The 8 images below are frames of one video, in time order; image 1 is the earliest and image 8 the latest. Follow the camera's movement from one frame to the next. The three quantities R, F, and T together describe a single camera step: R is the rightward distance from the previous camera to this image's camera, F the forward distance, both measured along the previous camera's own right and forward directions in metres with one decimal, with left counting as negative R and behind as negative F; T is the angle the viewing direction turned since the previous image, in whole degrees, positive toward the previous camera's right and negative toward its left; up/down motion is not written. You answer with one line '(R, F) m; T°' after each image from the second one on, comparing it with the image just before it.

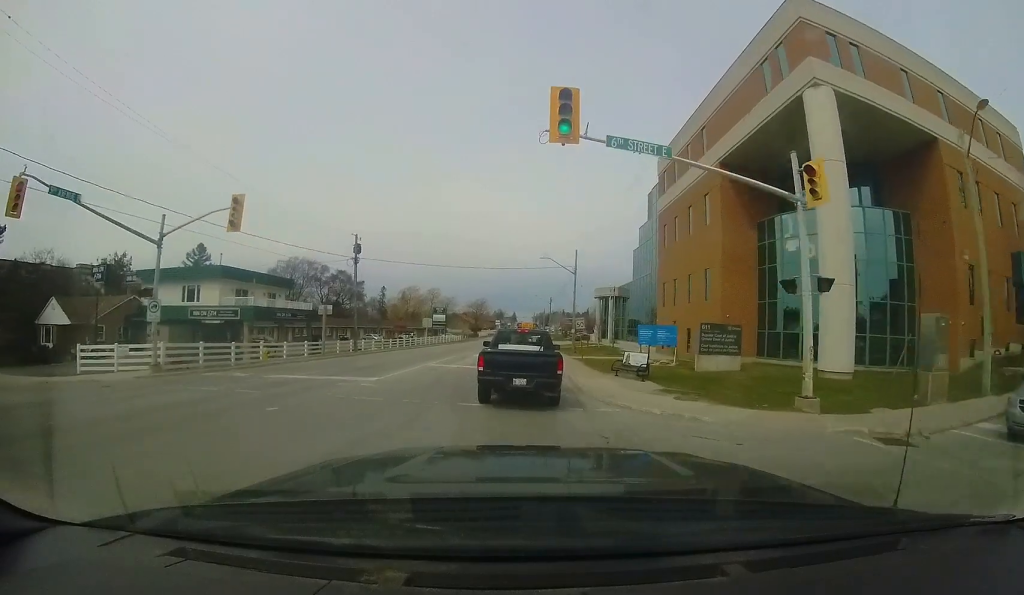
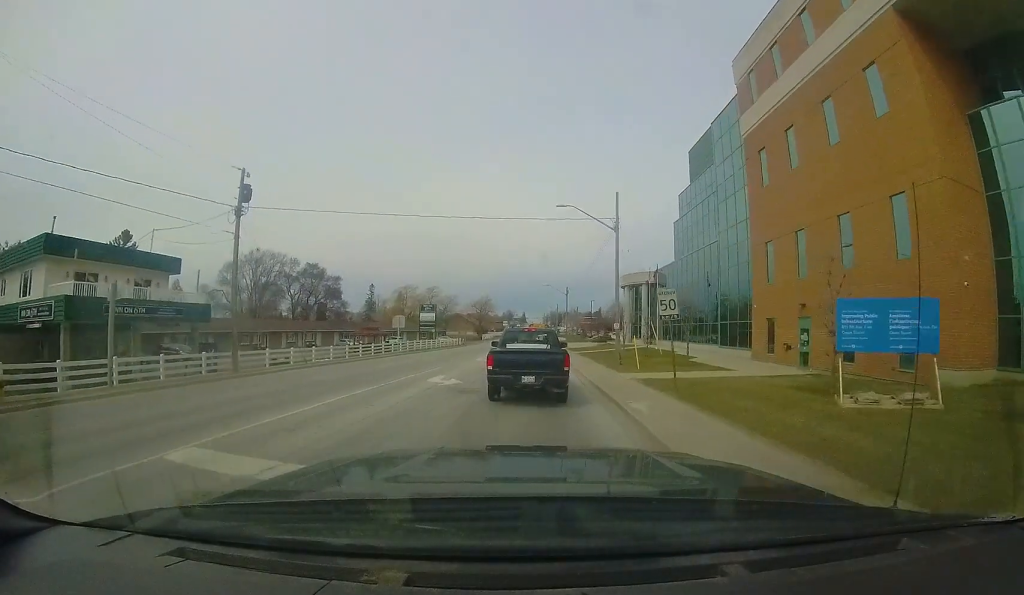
(0.0, +15.4) m; -2°
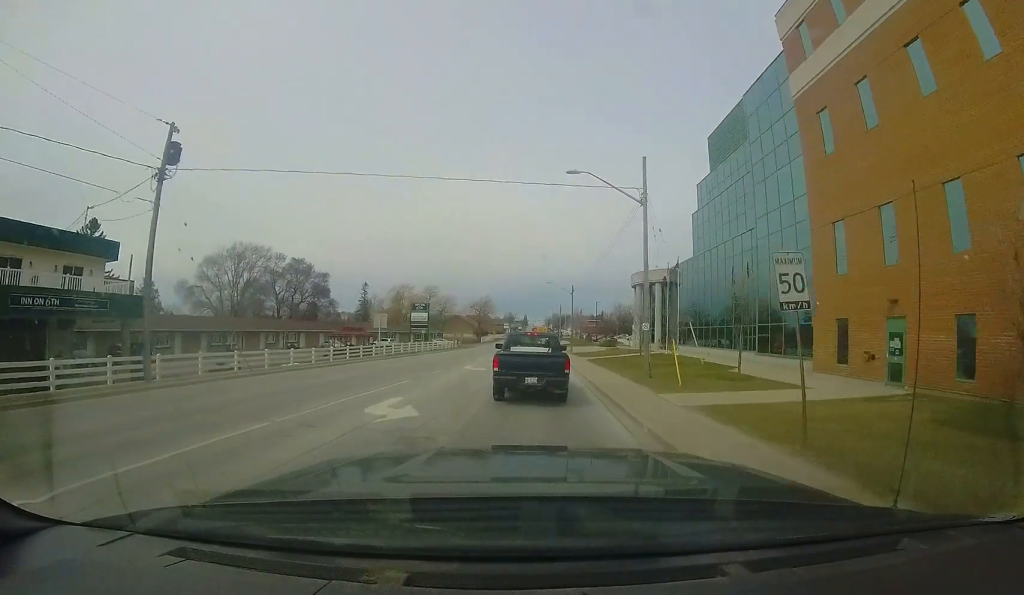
(-0.1, +5.5) m; -1°
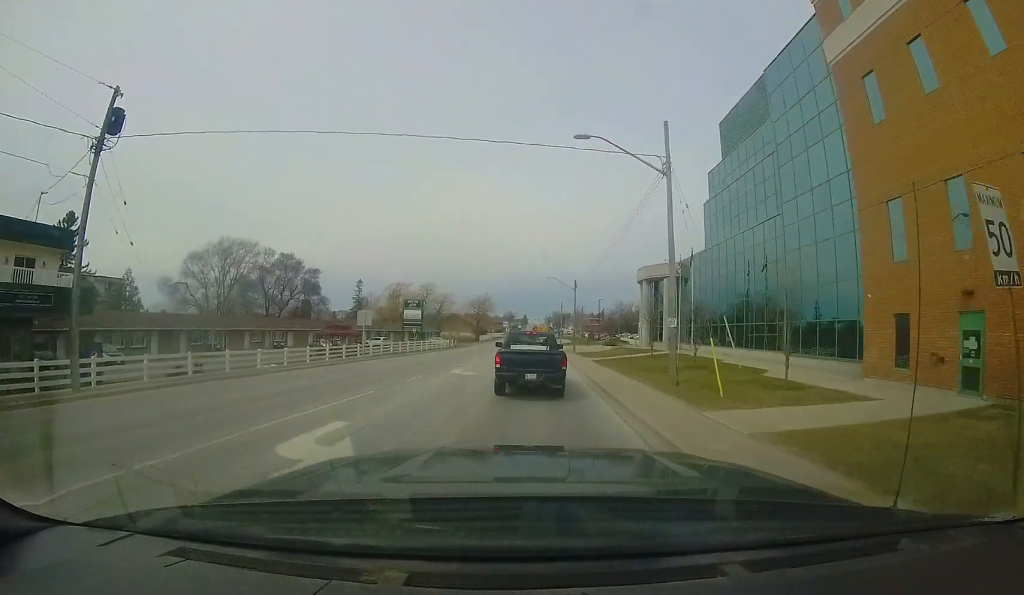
(0.0, +3.3) m; 0°
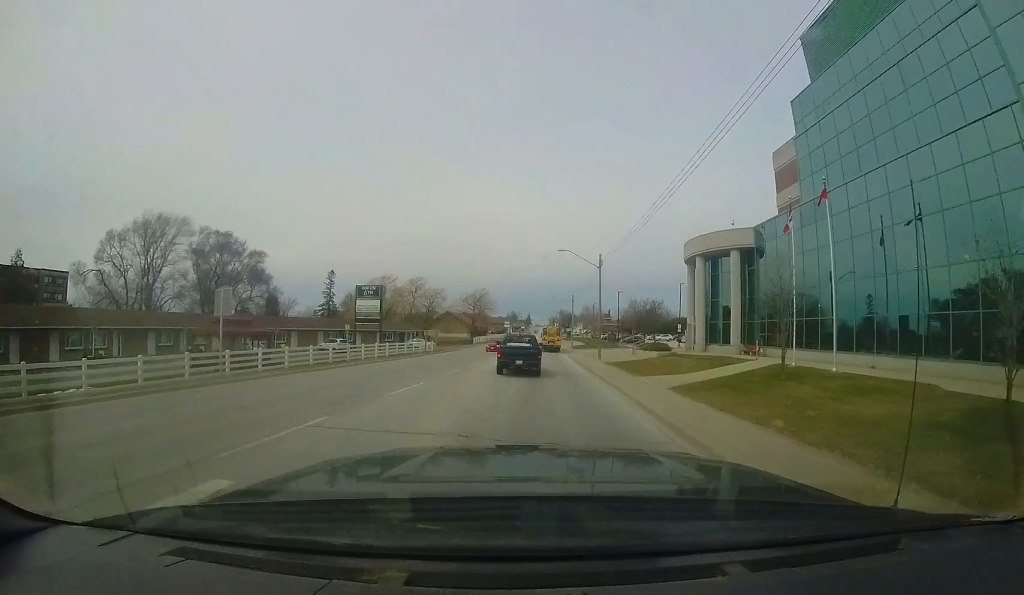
(+0.3, +16.2) m; +1°
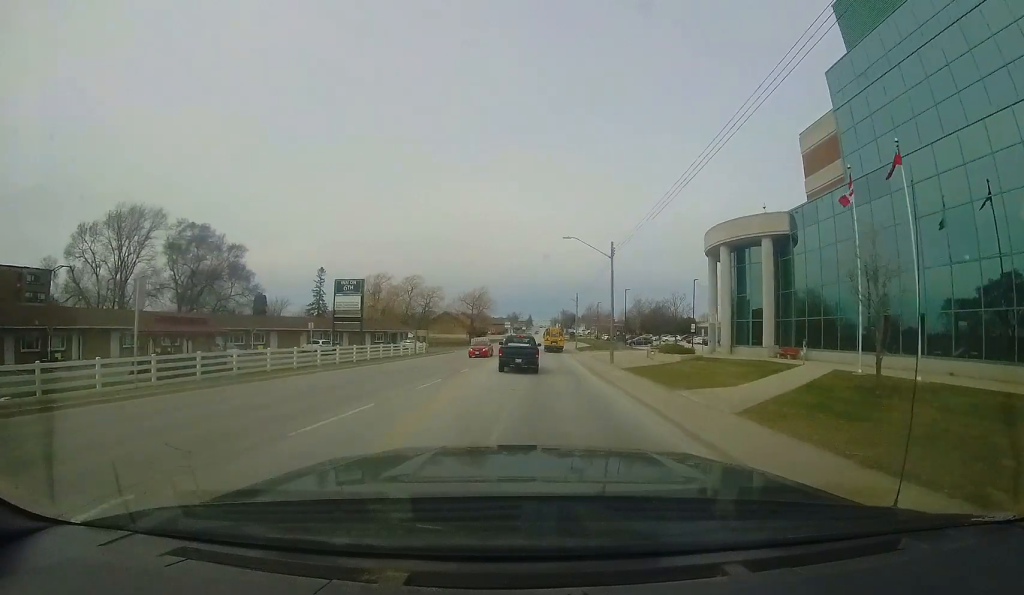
(+0.1, +4.4) m; -1°
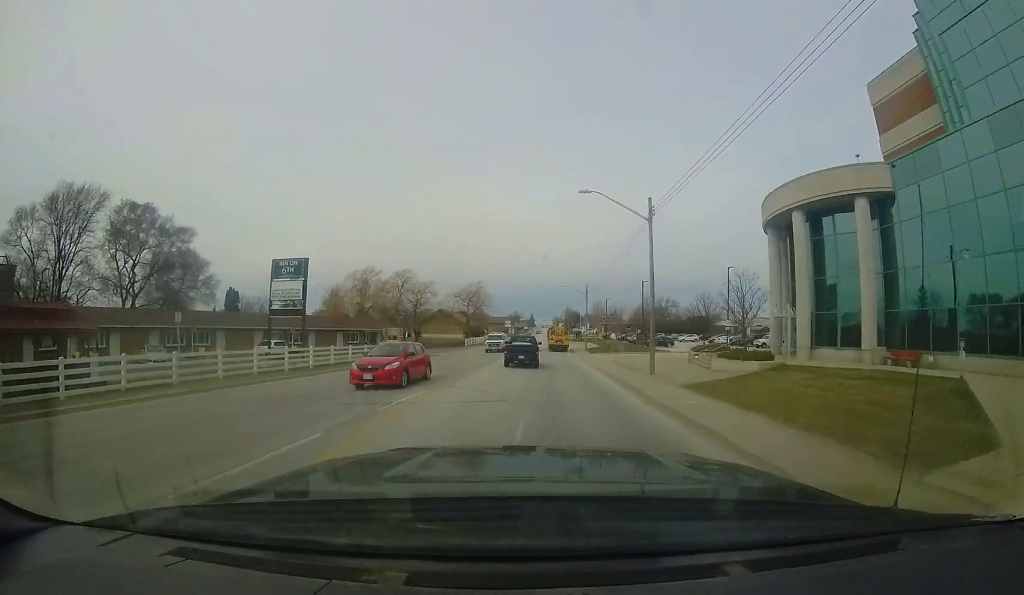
(-0.3, +8.7) m; -1°
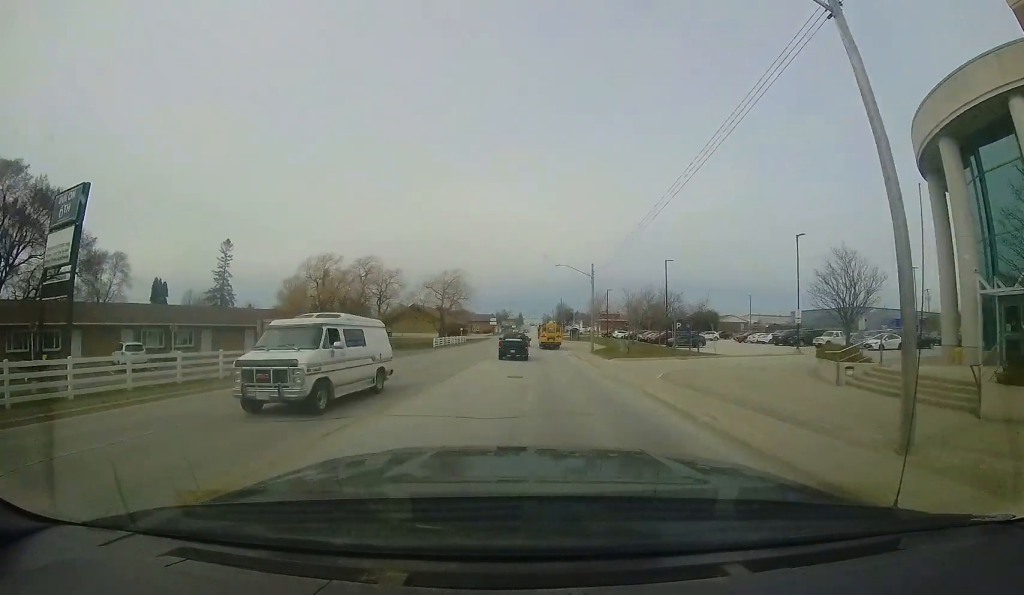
(+0.2, +13.6) m; 0°
